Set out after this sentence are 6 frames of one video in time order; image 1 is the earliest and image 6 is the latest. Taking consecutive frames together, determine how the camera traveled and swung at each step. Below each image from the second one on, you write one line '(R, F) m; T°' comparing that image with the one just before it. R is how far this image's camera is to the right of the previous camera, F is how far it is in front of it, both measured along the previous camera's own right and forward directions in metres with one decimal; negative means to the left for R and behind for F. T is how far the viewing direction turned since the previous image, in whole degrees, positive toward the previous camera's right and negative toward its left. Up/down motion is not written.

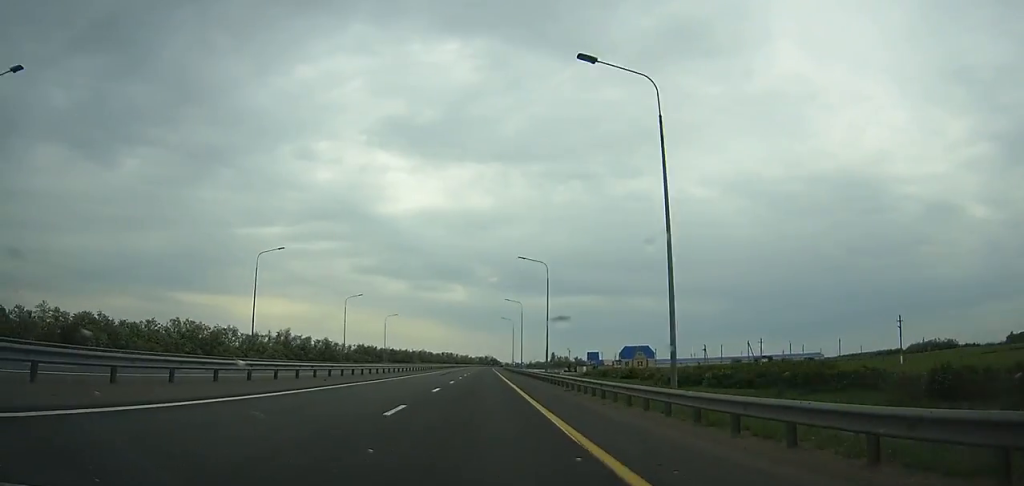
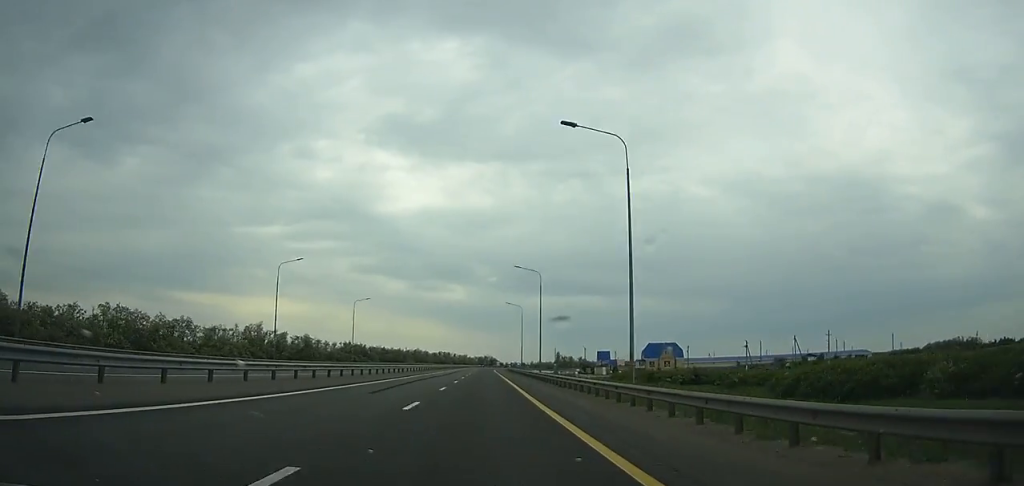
(-0.1, +33.6) m; 0°
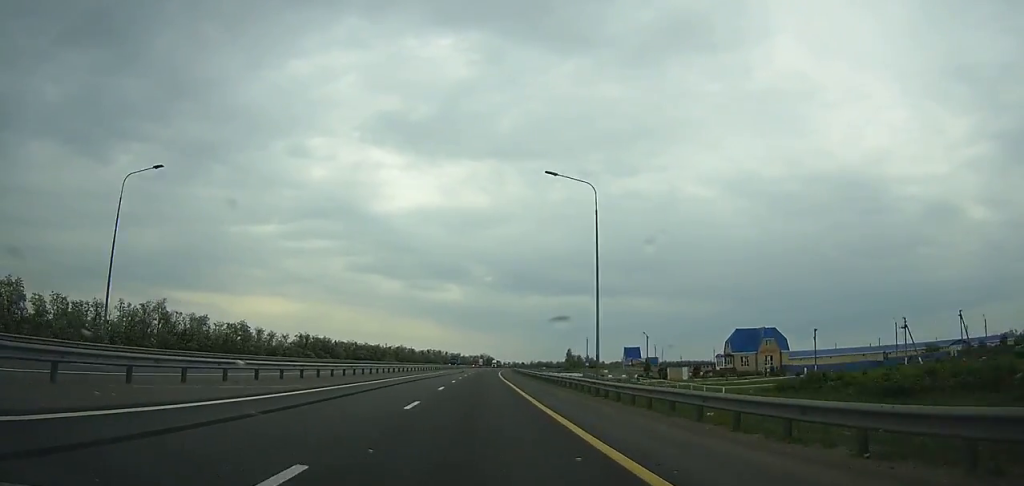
(-0.1, +71.9) m; 0°
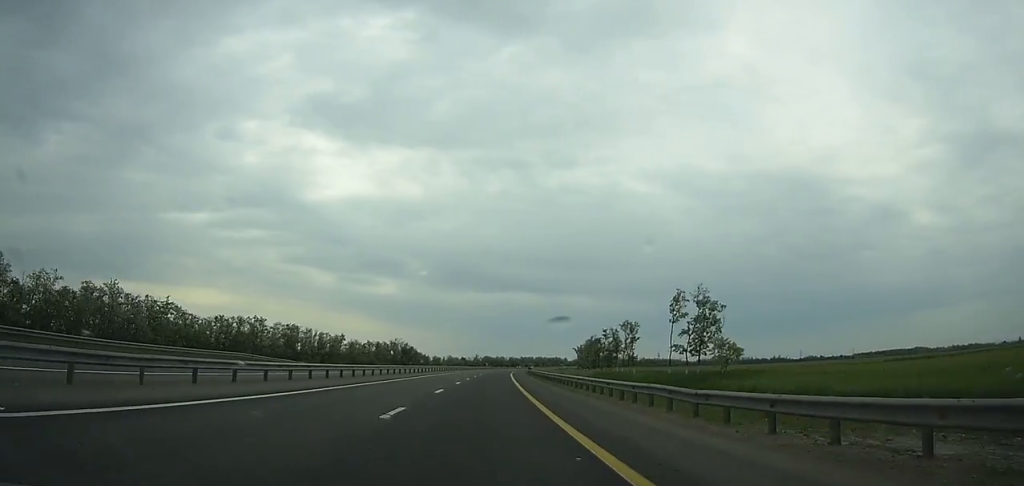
(+11.9, +263.4) m; +7°
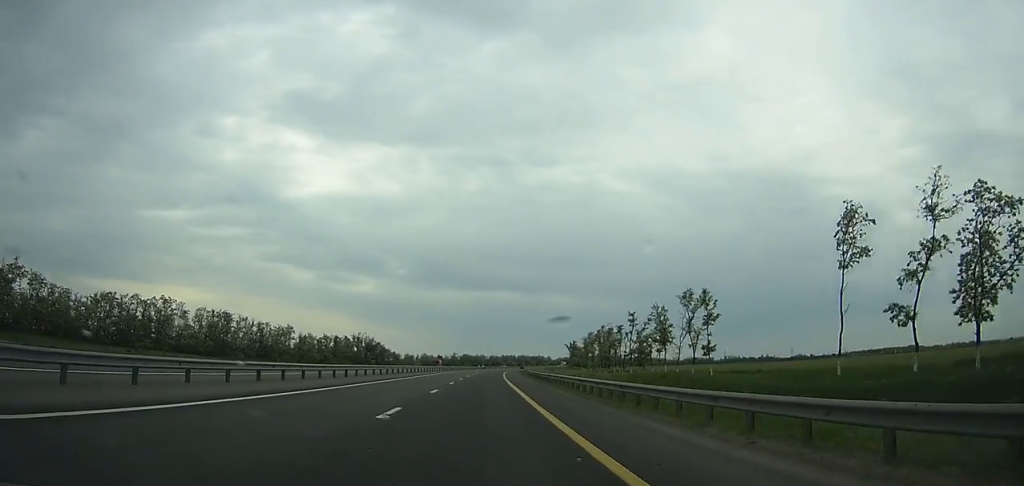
(+1.1, +48.7) m; +1°
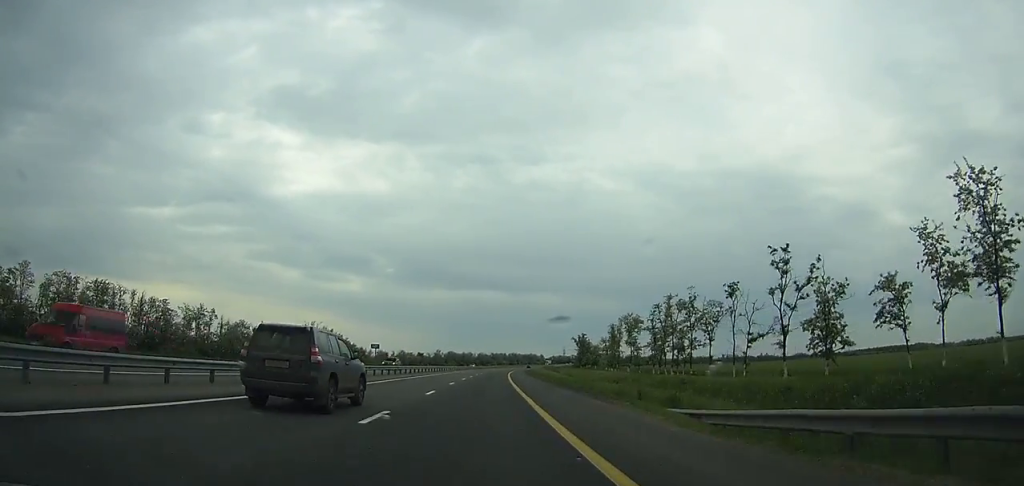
(+0.7, +61.2) m; +1°
